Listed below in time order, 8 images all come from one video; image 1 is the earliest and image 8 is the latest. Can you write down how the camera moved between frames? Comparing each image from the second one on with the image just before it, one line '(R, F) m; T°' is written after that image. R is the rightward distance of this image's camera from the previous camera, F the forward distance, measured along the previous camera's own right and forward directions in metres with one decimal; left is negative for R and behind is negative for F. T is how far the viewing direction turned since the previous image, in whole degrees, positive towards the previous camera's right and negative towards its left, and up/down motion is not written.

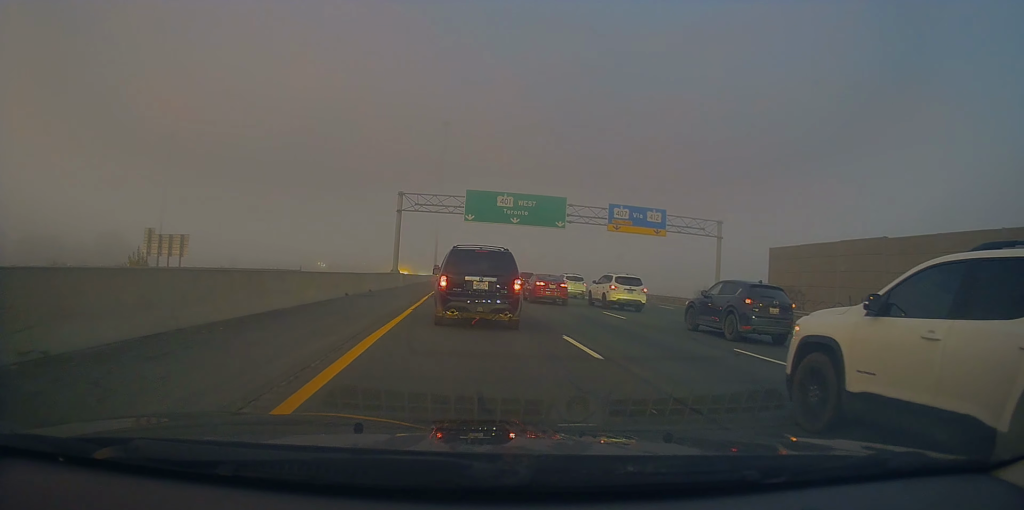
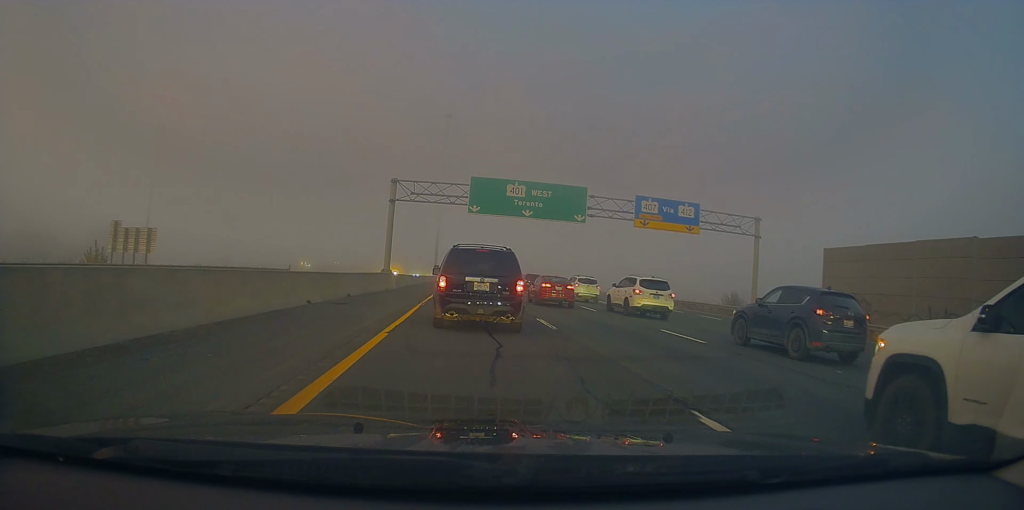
(0.0, +6.9) m; -2°
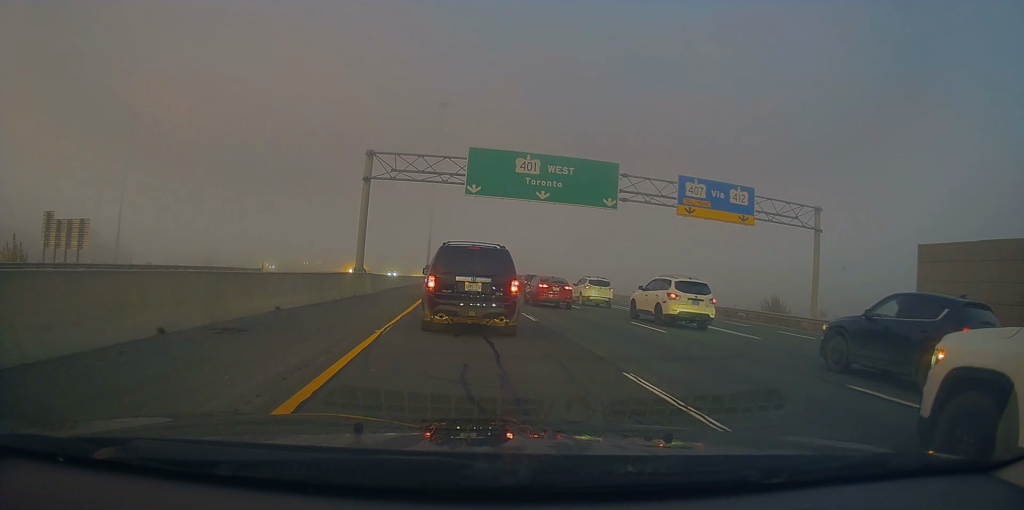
(-0.4, +9.9) m; 0°
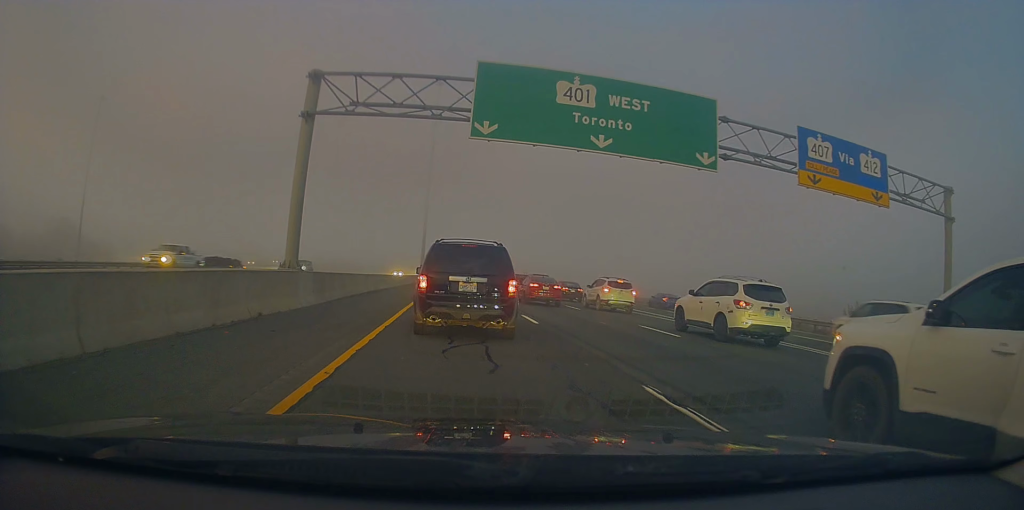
(+0.6, +13.1) m; +1°
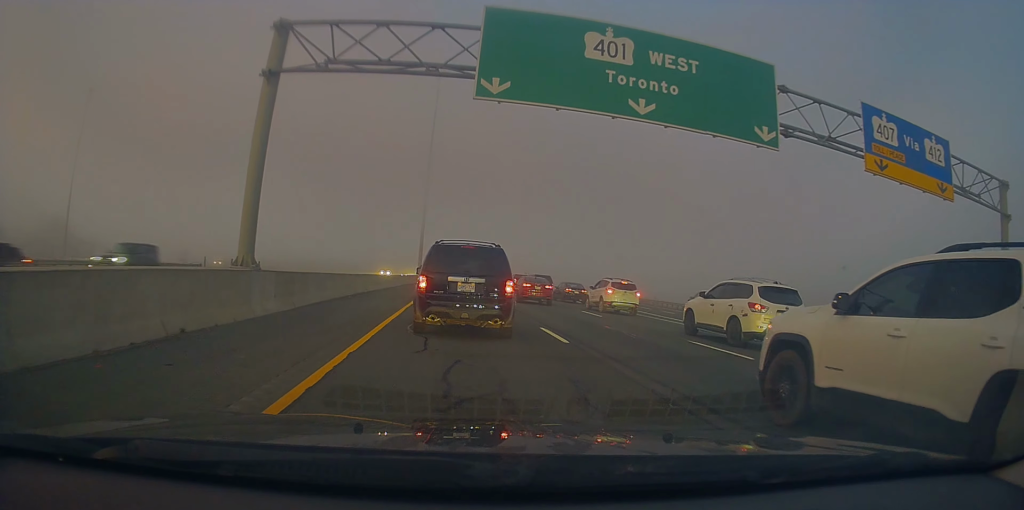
(-0.1, +4.3) m; -2°
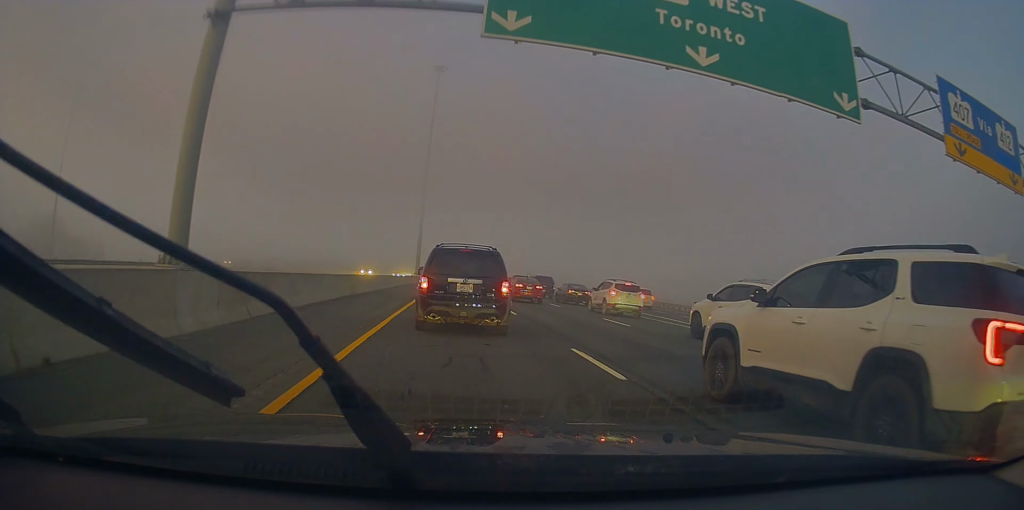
(-0.1, +4.1) m; -3°
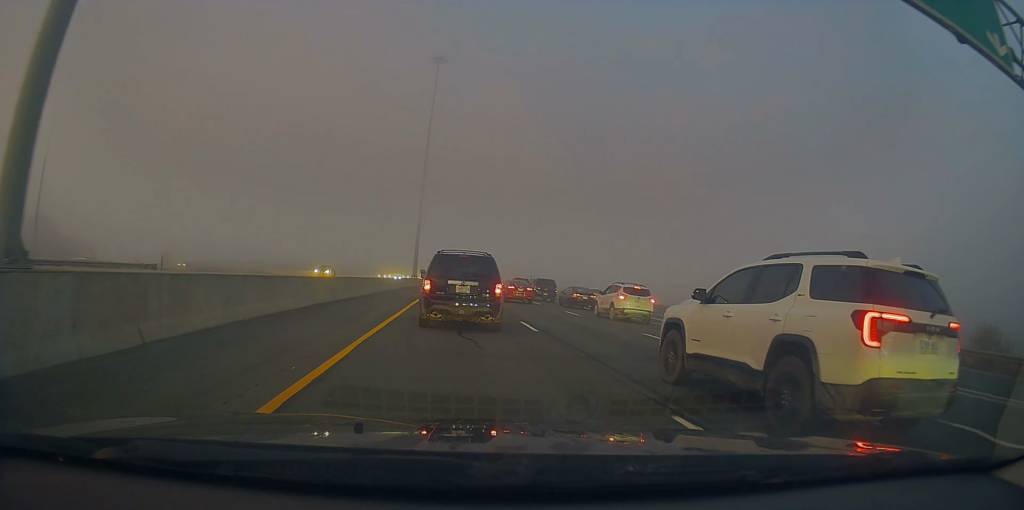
(-0.2, +4.6) m; +2°
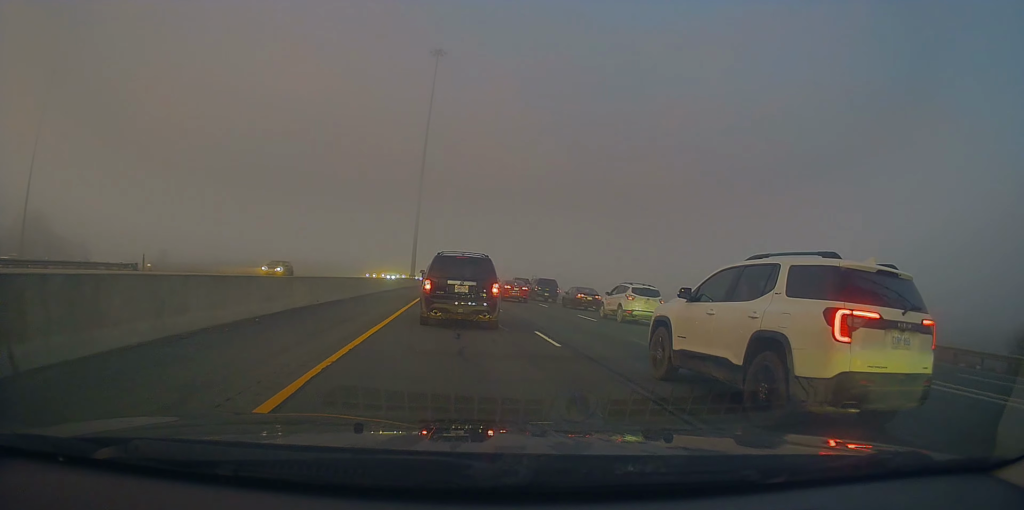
(-0.2, +2.7) m; +4°
